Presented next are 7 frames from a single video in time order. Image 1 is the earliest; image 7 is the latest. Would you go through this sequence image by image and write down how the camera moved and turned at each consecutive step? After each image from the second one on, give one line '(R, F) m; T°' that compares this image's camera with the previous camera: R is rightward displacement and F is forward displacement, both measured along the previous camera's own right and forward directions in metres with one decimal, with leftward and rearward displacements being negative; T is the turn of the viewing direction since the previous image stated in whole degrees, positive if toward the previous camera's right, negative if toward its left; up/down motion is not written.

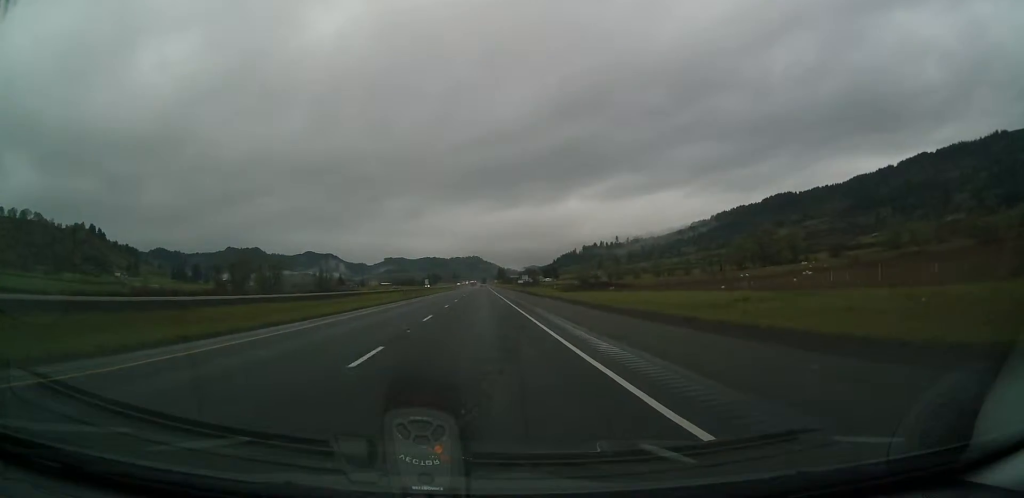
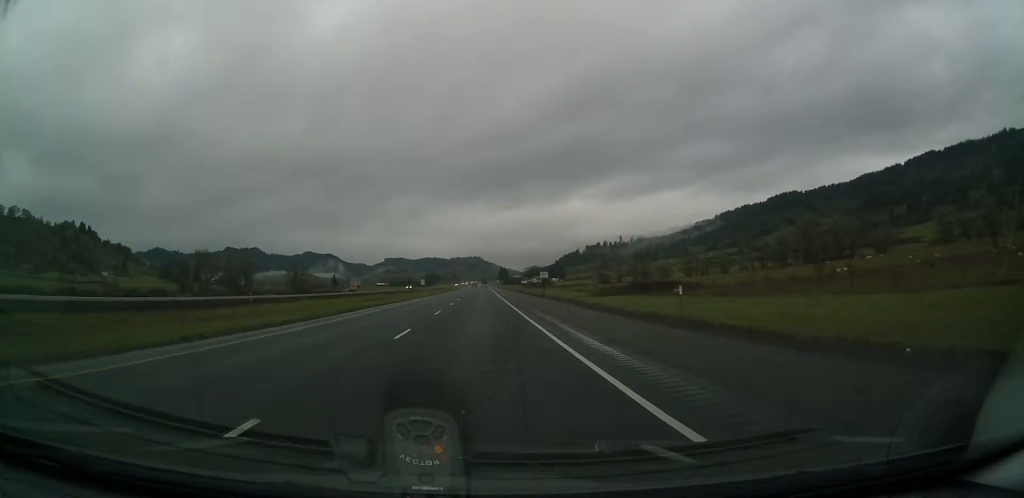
(+0.1, +43.2) m; +1°
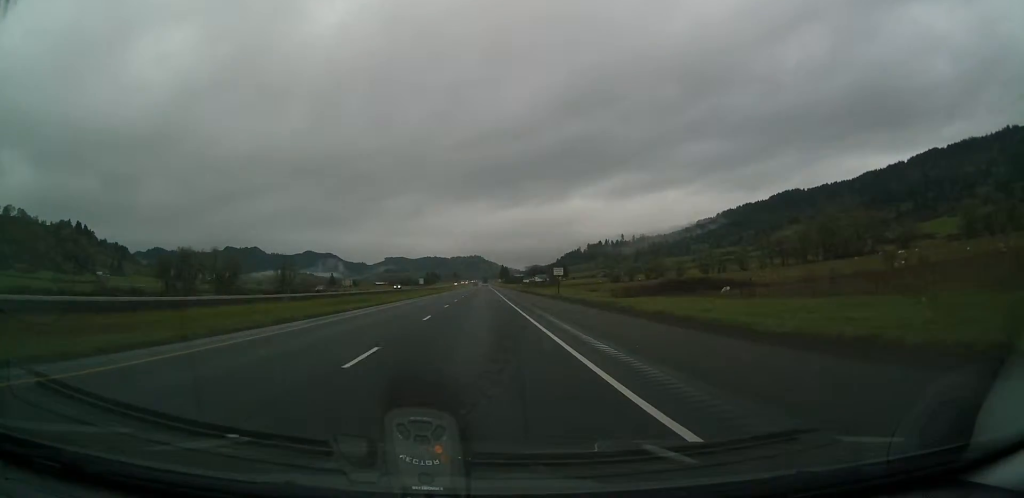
(+0.2, +17.3) m; 0°
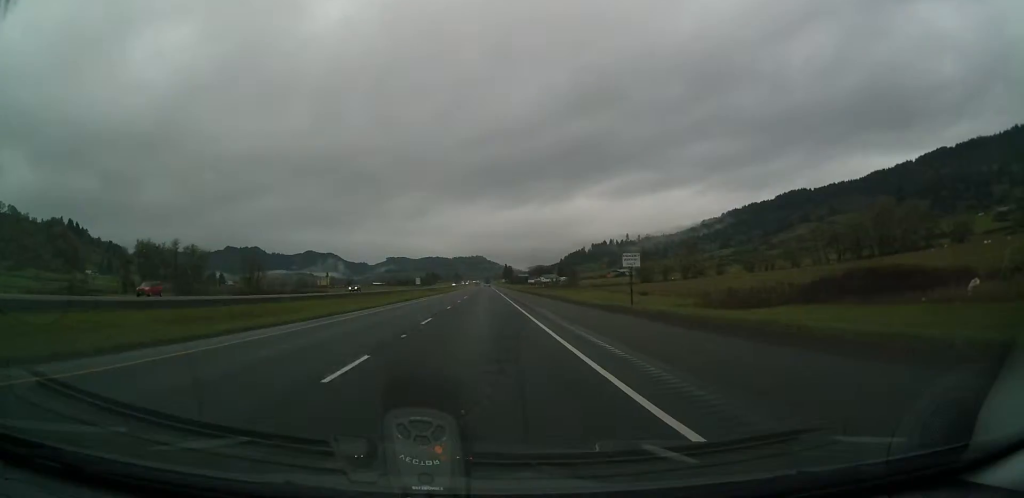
(-0.2, +37.8) m; 0°
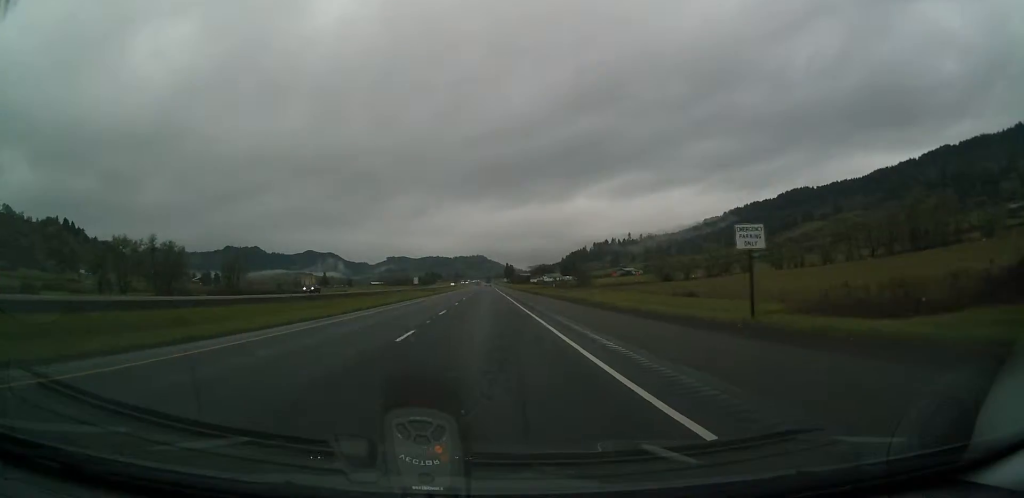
(+0.1, +18.5) m; 0°
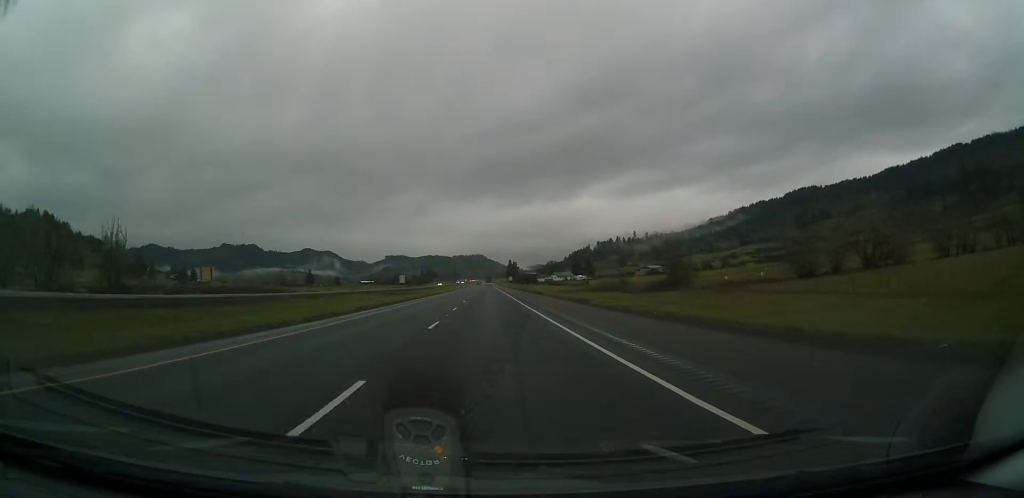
(-0.7, +69.4) m; 0°
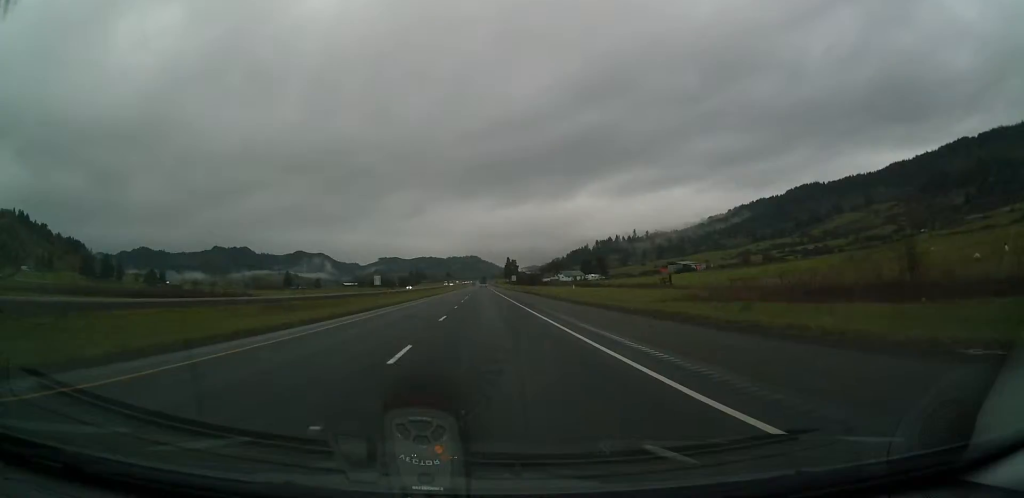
(+0.5, +68.5) m; 0°
